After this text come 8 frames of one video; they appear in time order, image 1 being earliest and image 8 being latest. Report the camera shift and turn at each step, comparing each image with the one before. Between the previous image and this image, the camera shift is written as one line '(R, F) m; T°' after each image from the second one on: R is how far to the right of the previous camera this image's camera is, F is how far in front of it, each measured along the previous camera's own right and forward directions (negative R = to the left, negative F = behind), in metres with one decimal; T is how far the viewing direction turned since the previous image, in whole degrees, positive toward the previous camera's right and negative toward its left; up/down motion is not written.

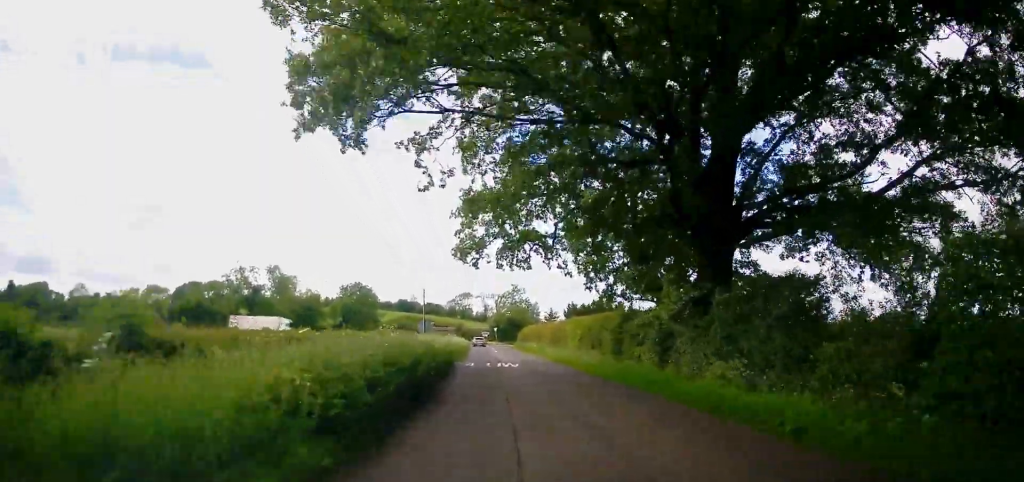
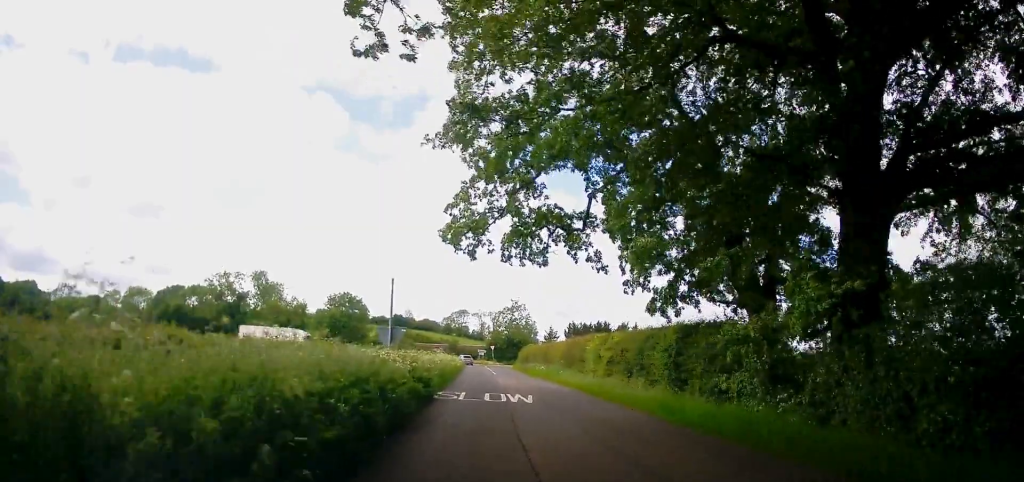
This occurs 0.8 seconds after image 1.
(0.0, +8.3) m; 0°
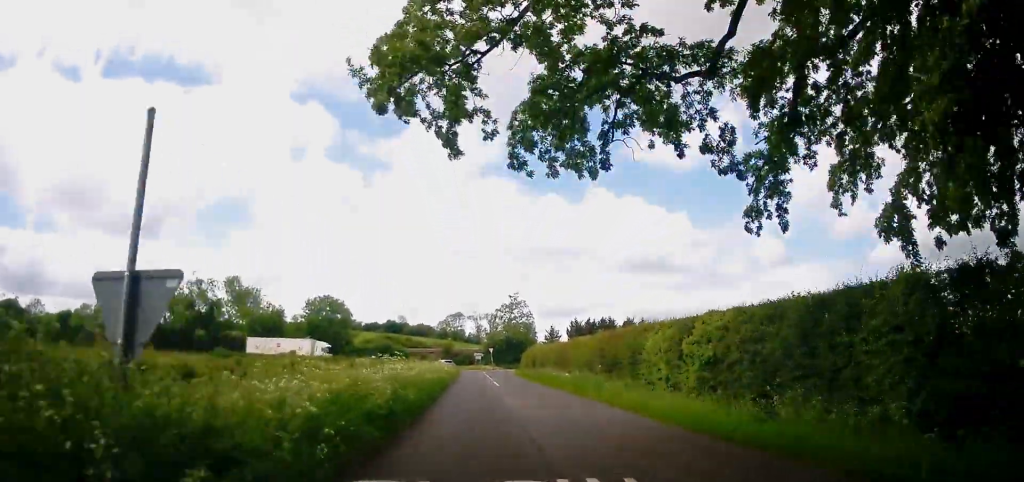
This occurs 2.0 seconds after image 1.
(0.0, +11.9) m; 0°
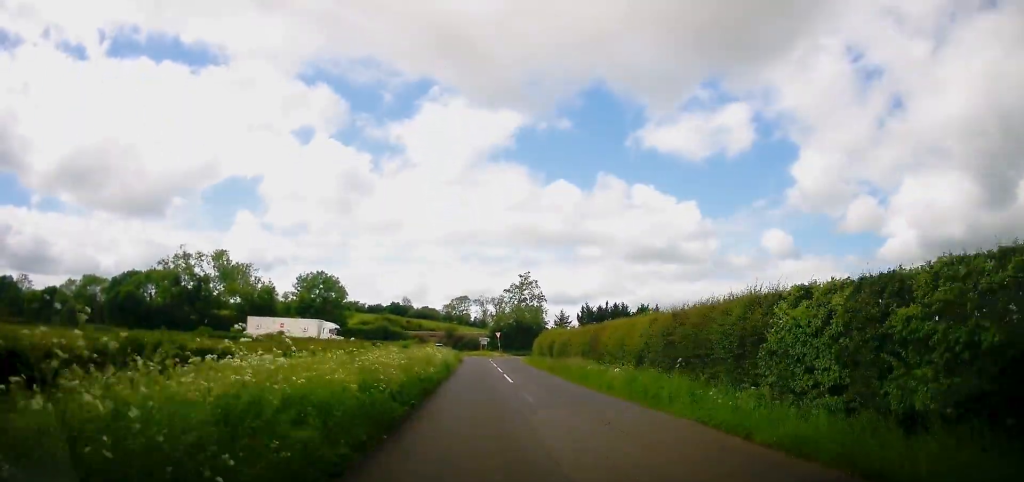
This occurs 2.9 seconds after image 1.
(0.0, +8.8) m; -1°
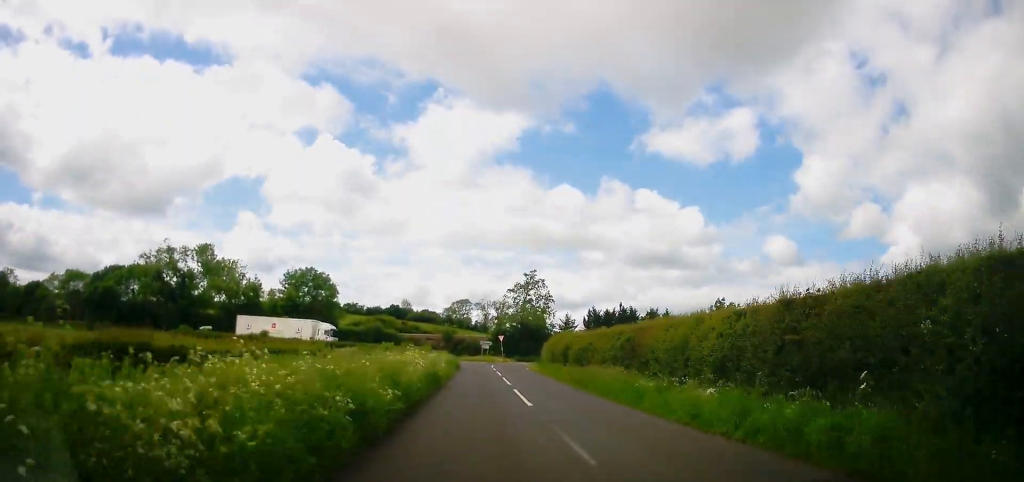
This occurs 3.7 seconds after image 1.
(-0.2, +7.4) m; 0°
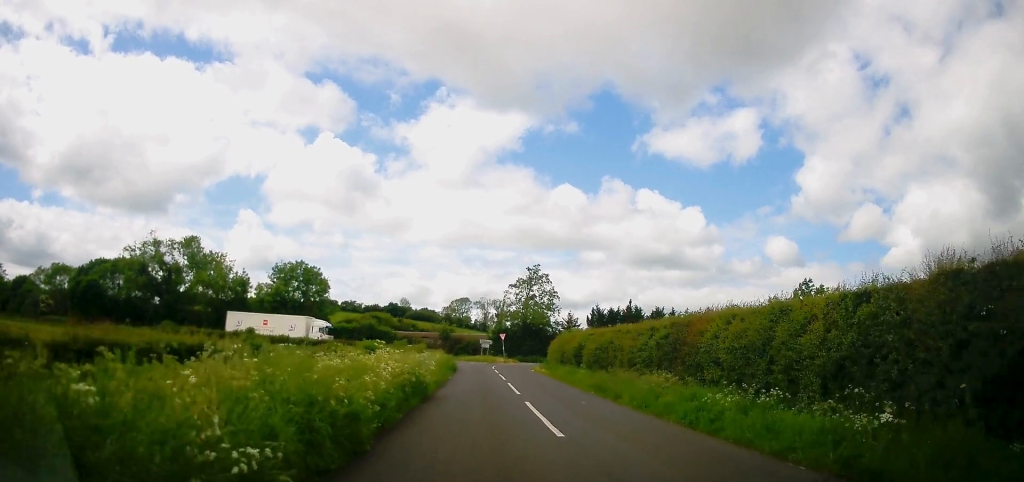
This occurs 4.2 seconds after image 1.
(+0.2, +5.2) m; 0°
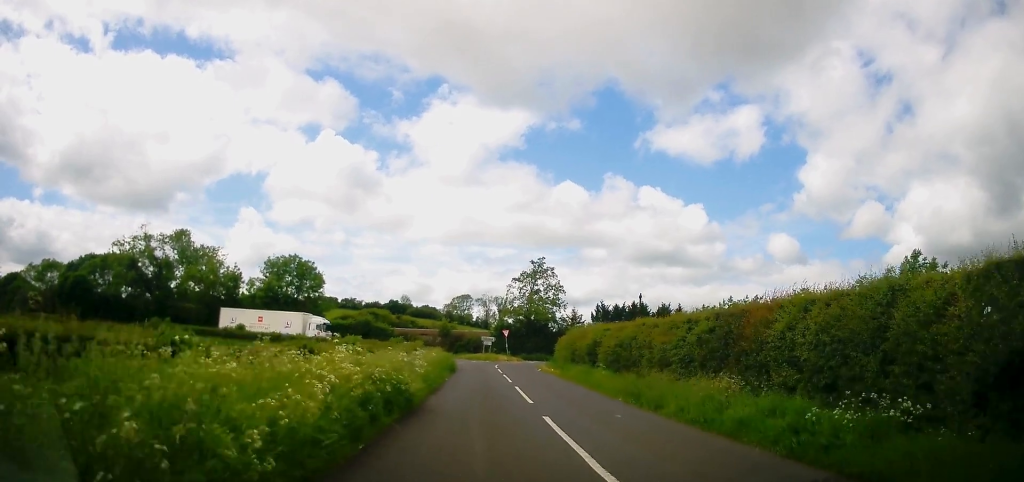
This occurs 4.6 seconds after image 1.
(+0.1, +3.9) m; 0°
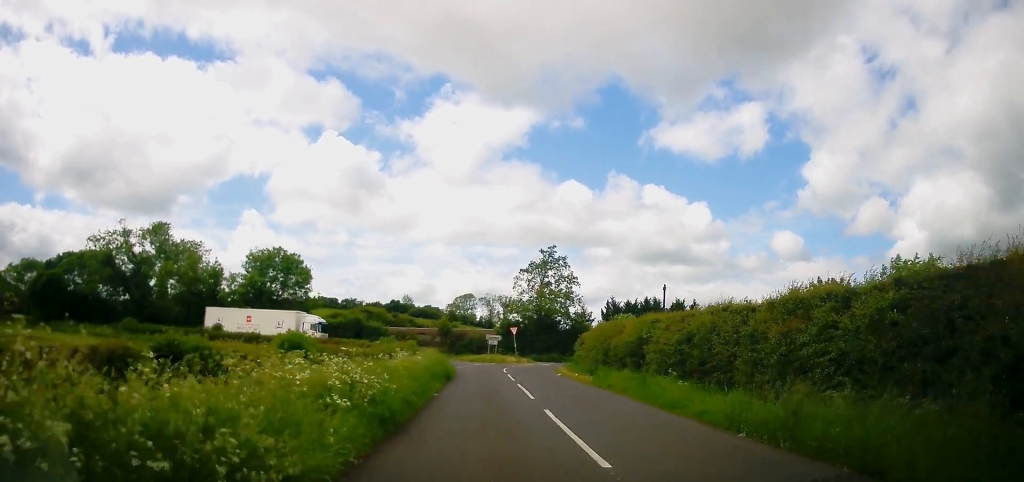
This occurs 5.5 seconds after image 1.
(-0.2, +7.8) m; +1°
